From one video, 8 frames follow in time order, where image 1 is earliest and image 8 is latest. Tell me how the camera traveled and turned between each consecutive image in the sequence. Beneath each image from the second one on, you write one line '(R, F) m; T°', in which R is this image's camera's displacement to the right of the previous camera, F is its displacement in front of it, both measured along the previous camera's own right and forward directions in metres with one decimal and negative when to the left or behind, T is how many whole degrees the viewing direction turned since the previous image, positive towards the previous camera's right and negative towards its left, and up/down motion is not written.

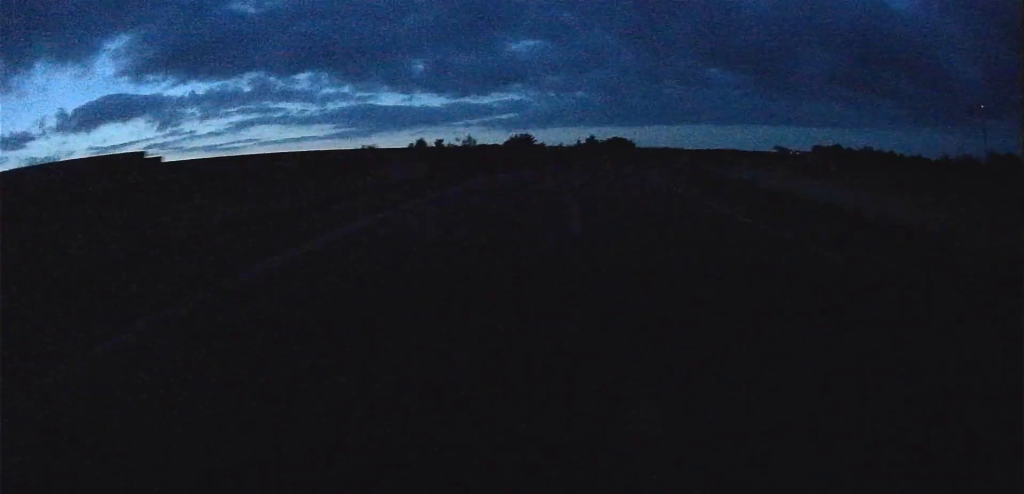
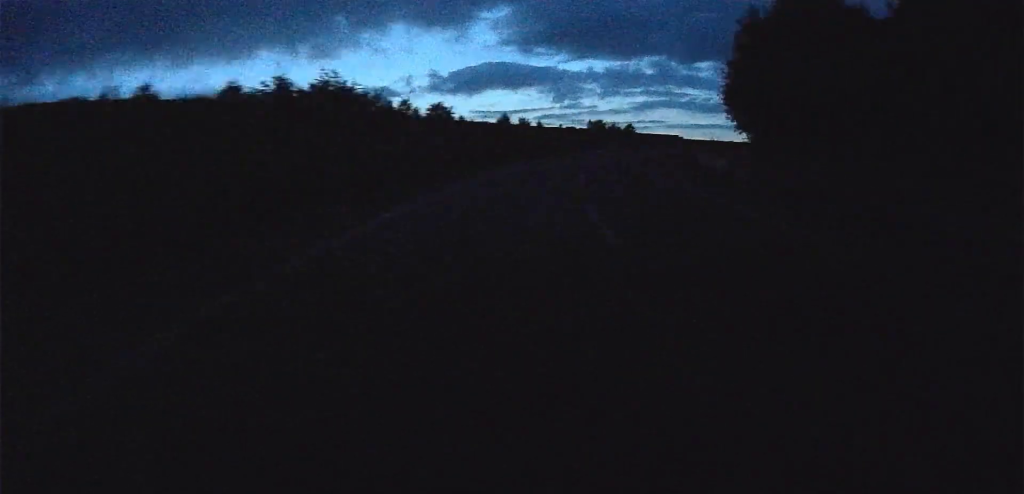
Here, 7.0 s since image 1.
(-38.3, +131.1) m; -32°
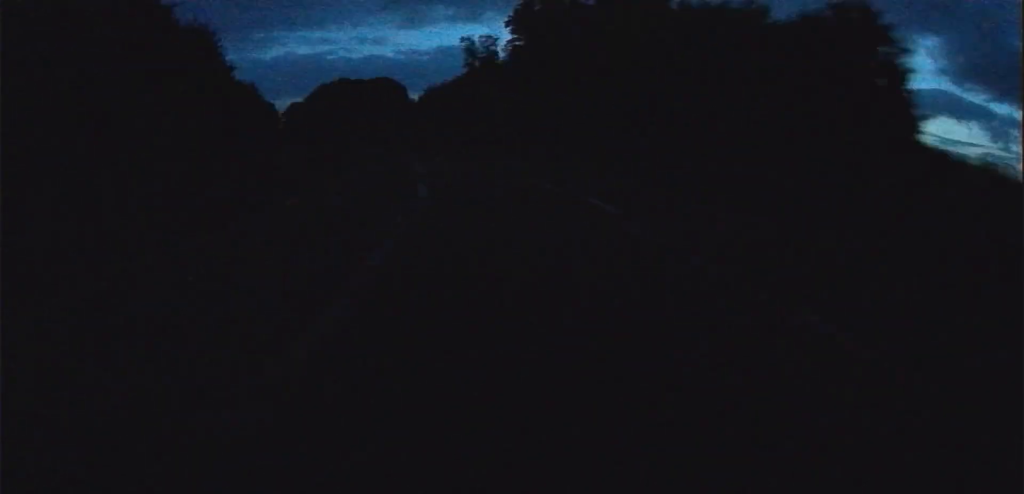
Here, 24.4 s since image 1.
(-102.2, +315.3) m; -6°
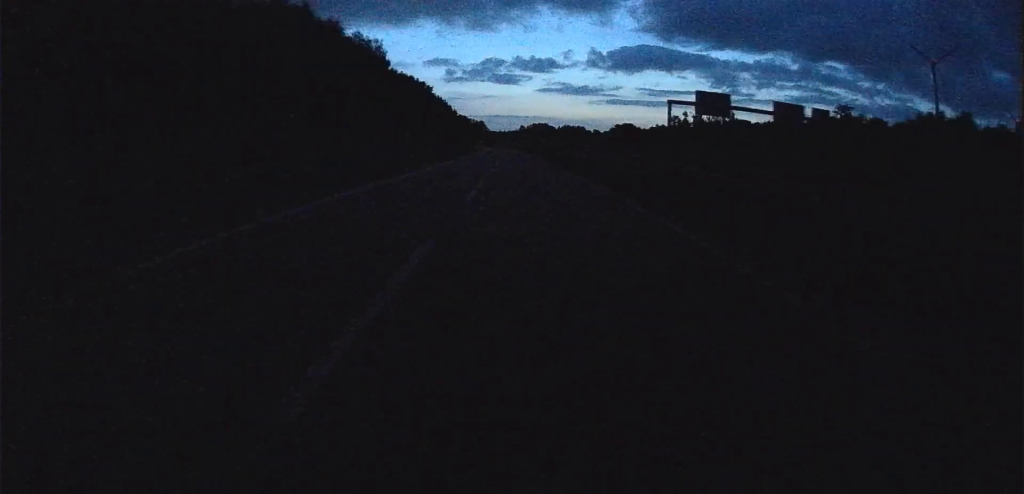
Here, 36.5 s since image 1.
(+58.9, +290.3) m; +13°
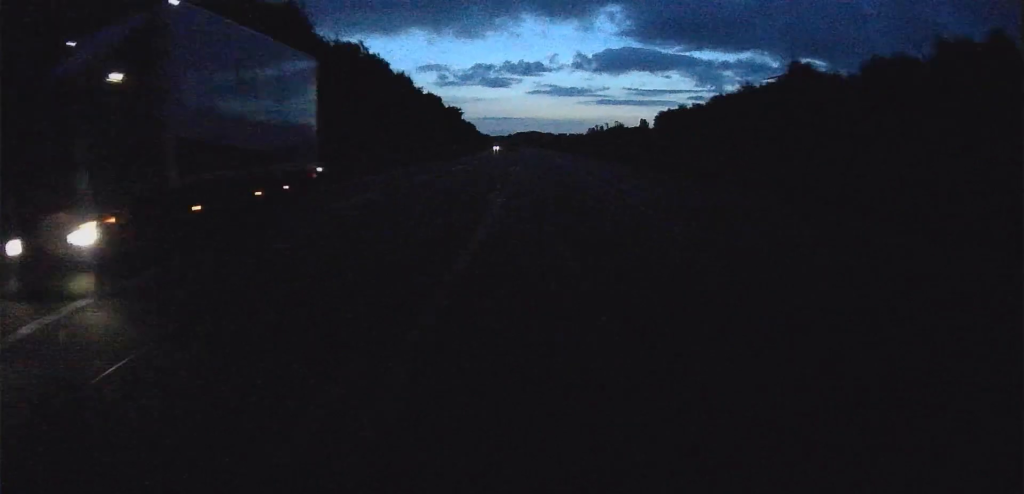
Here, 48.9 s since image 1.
(+7.0, +350.7) m; +1°
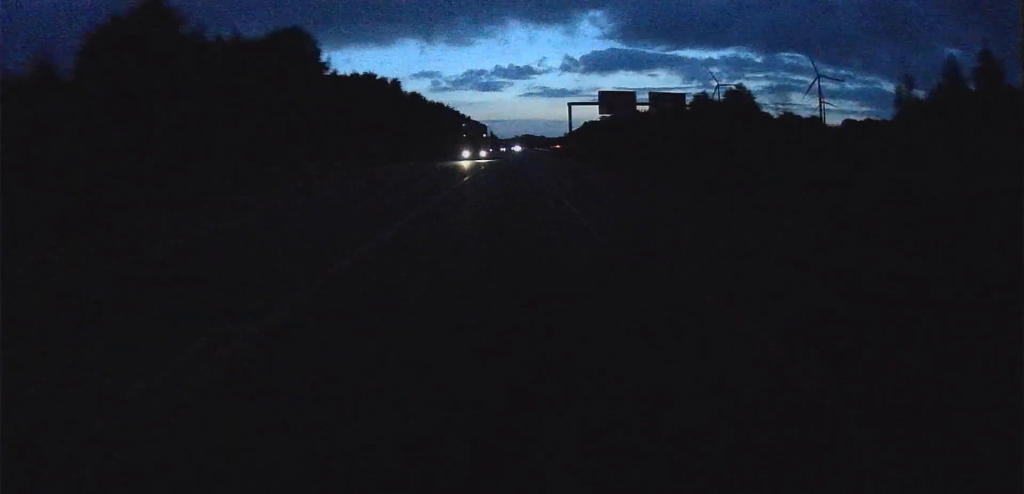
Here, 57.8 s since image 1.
(+1.2, +255.8) m; -2°
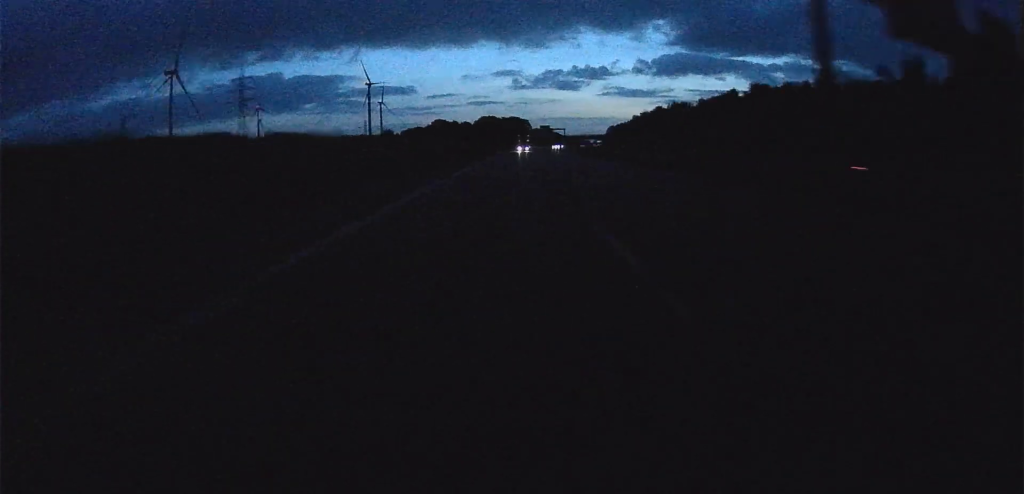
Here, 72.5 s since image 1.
(-27.2, +408.8) m; -9°
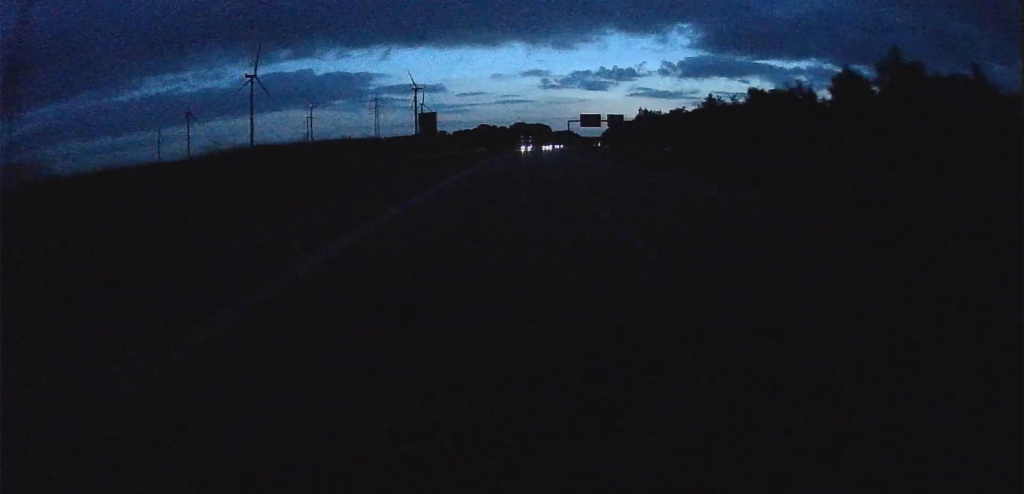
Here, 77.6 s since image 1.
(+1.2, +144.5) m; -4°
